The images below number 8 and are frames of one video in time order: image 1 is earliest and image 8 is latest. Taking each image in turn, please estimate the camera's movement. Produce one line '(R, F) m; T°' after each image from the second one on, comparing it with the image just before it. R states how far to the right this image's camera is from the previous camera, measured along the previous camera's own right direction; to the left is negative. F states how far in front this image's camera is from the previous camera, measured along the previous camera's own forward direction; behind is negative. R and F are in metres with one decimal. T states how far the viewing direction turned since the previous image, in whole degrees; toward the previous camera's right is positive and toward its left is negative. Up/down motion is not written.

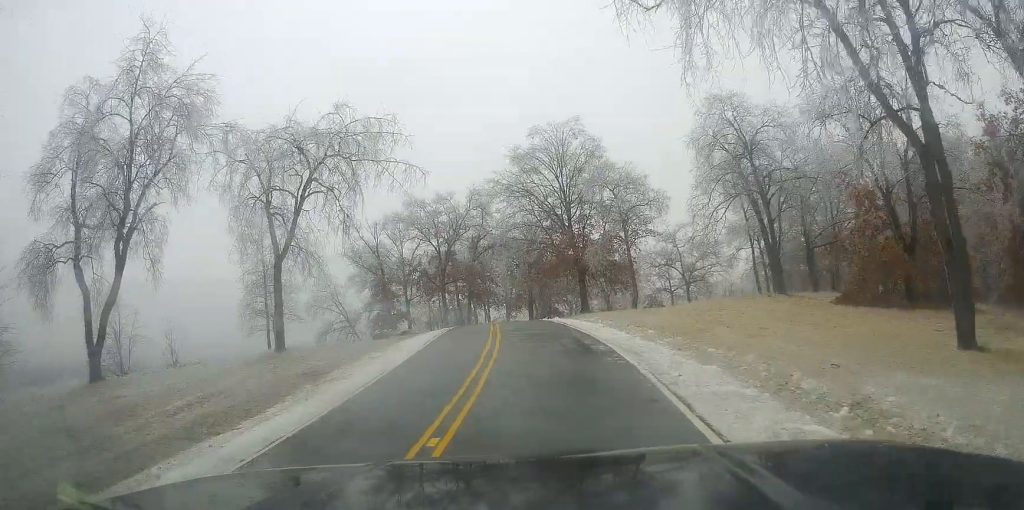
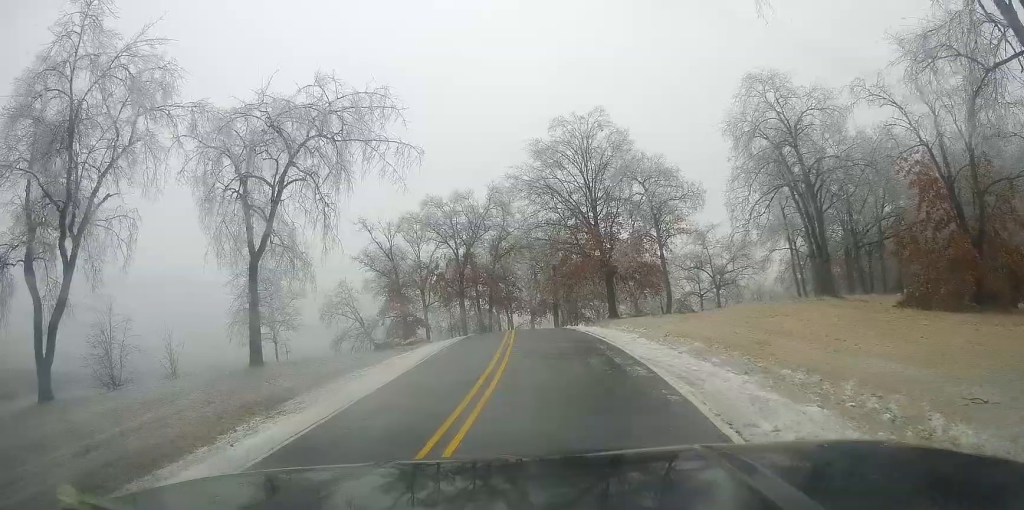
(-0.2, +4.6) m; -2°
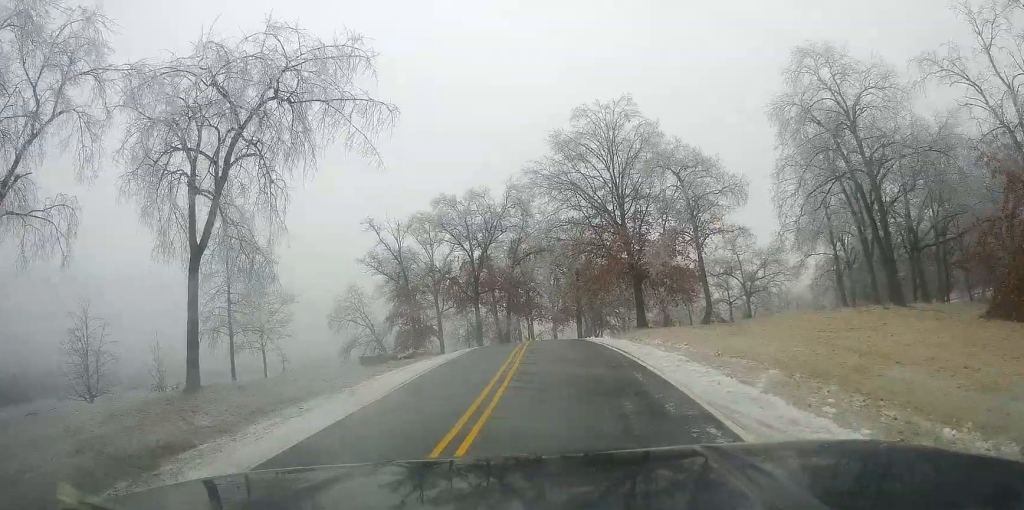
(-0.2, +6.1) m; +1°
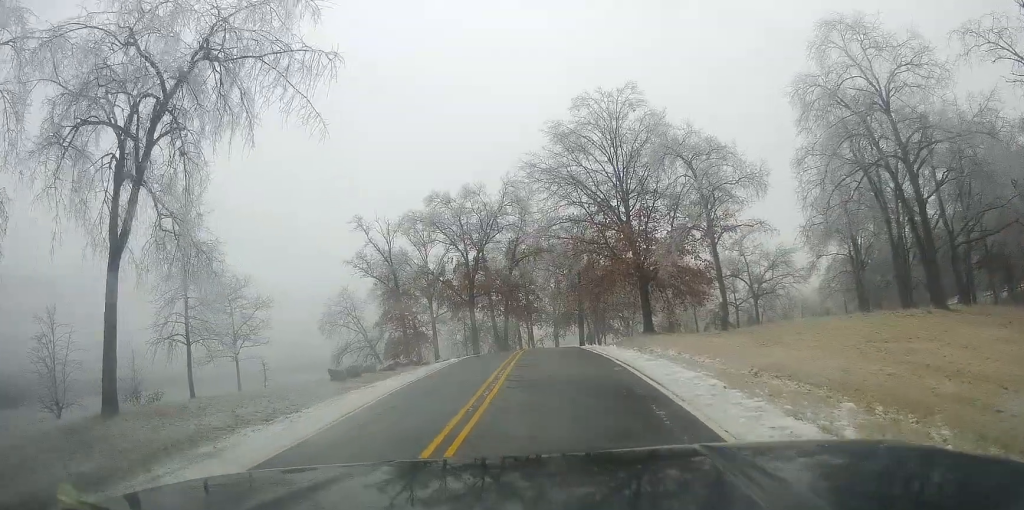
(+0.3, +4.6) m; +3°
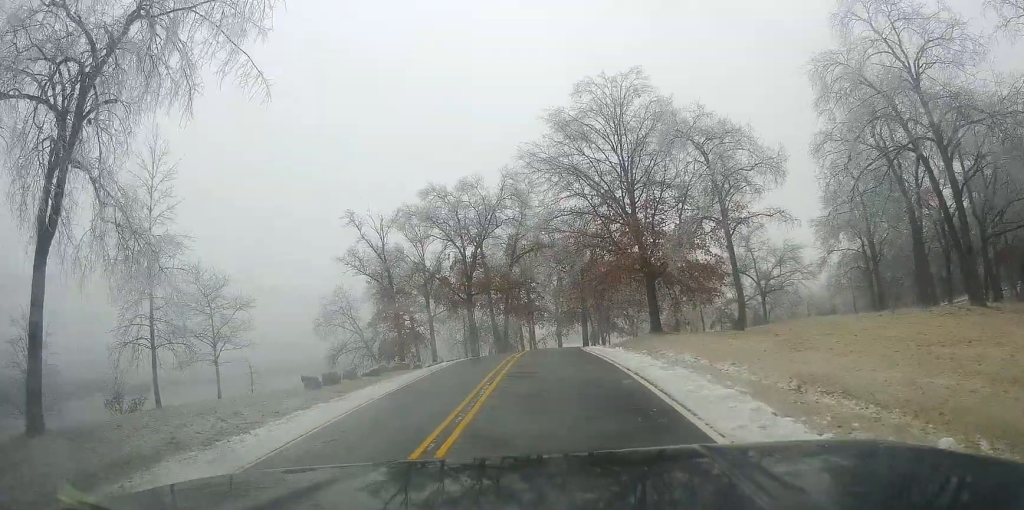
(0.0, +3.2) m; +1°
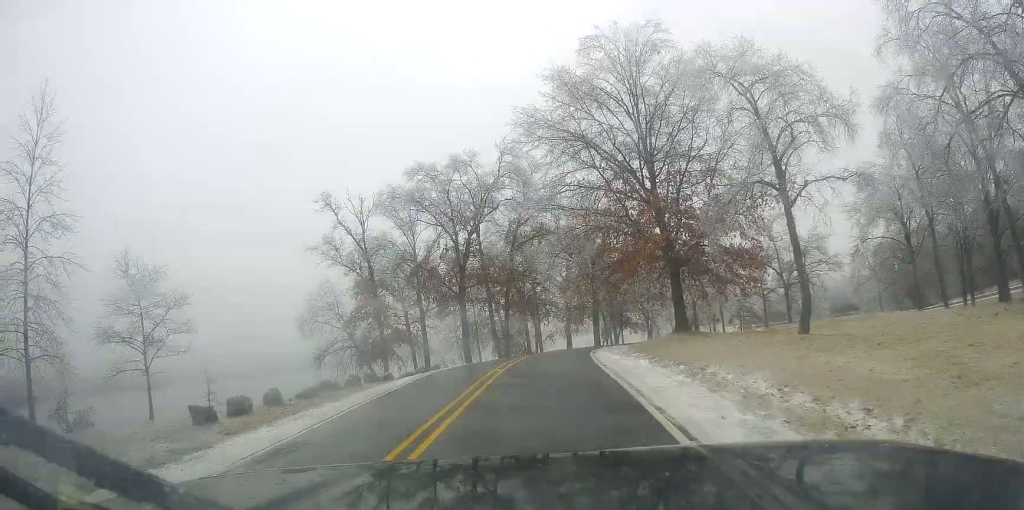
(0.0, +7.4) m; 0°
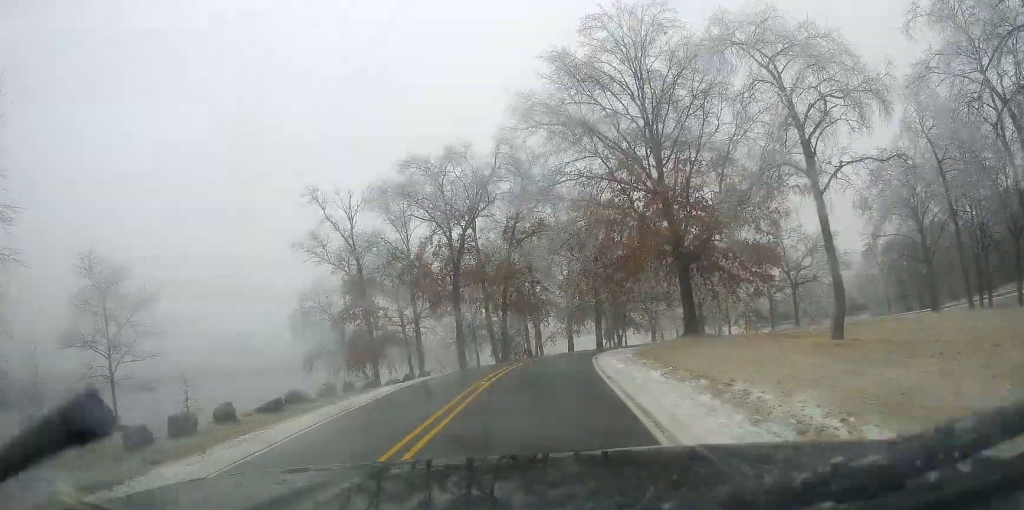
(0.0, +2.3) m; 0°
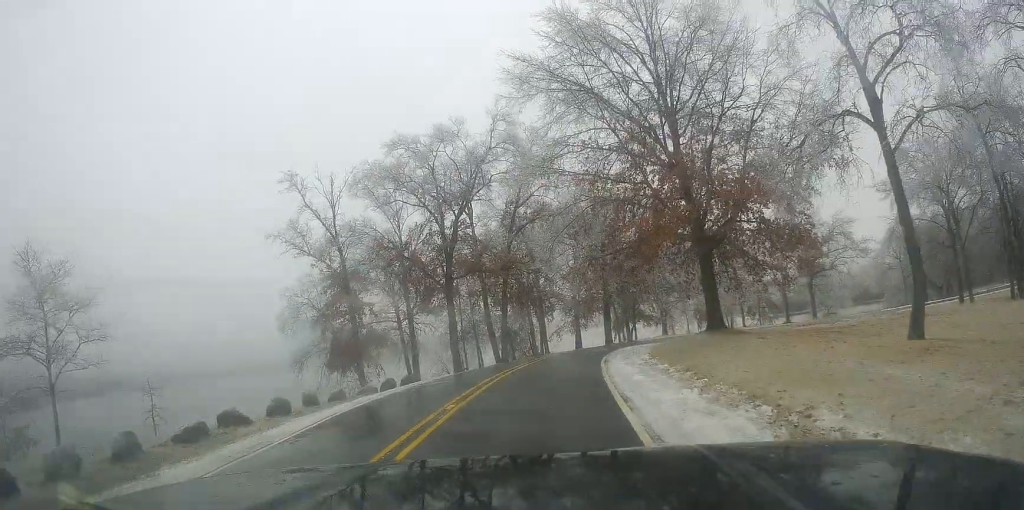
(0.0, +3.7) m; 0°
